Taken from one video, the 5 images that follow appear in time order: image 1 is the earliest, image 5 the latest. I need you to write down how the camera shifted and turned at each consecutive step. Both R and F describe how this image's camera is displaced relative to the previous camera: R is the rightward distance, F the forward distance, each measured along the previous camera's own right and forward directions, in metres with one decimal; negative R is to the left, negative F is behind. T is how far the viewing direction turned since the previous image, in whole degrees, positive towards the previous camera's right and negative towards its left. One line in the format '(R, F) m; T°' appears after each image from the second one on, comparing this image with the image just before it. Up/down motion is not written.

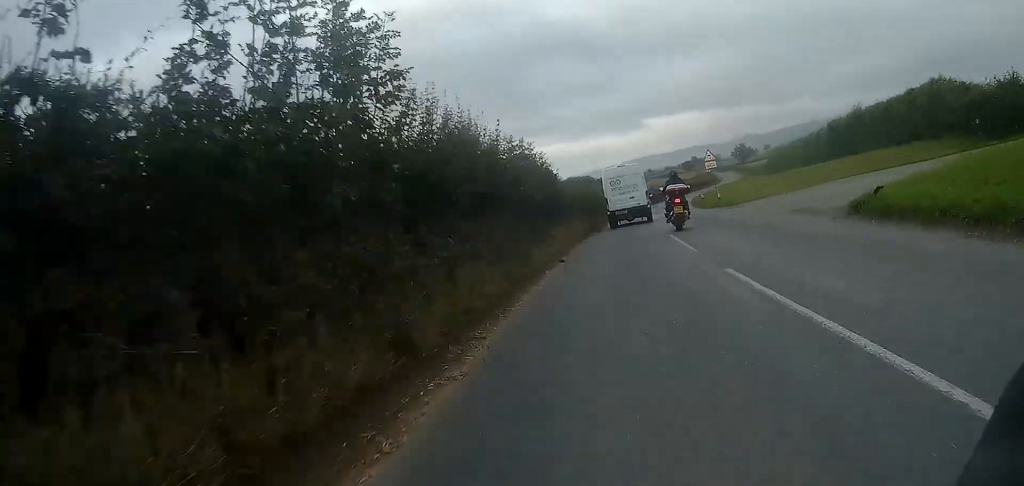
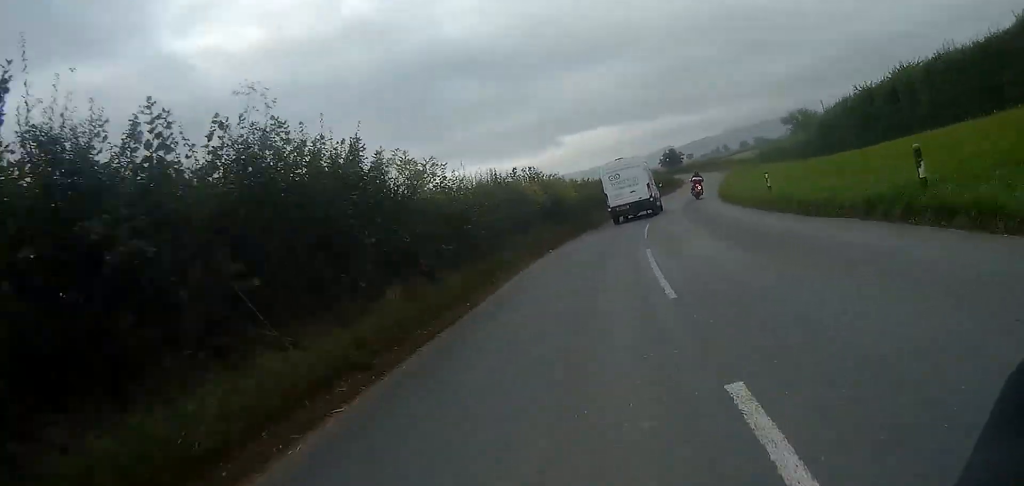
(+4.1, +59.7) m; +9°
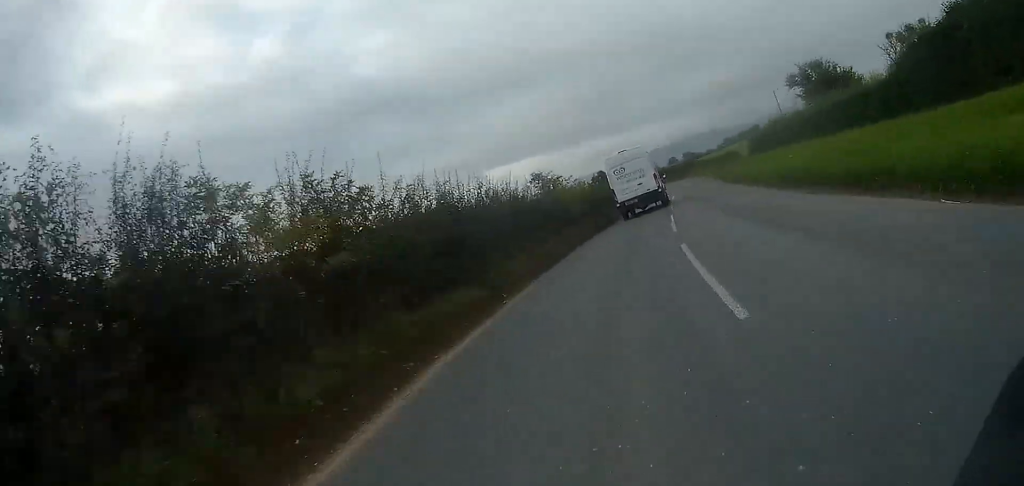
(+1.3, +29.5) m; +6°
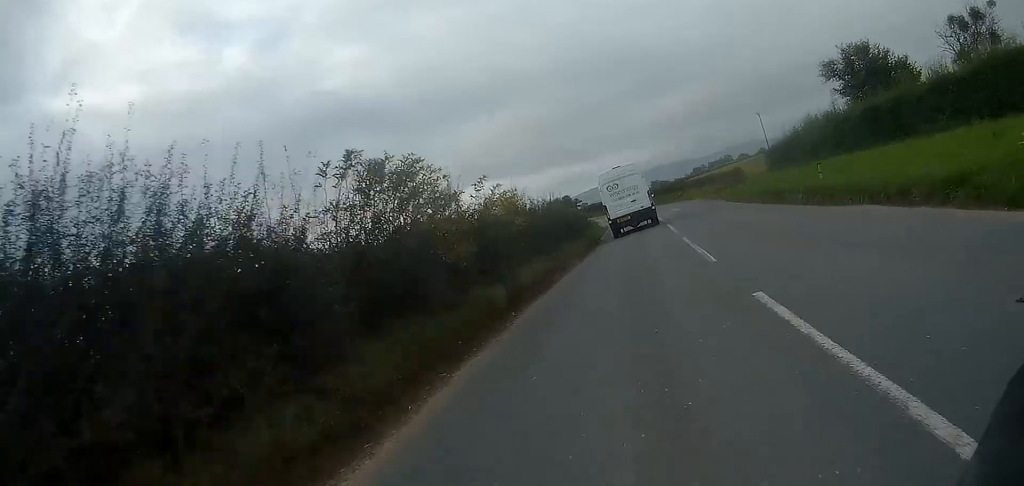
(+0.6, +14.2) m; +2°
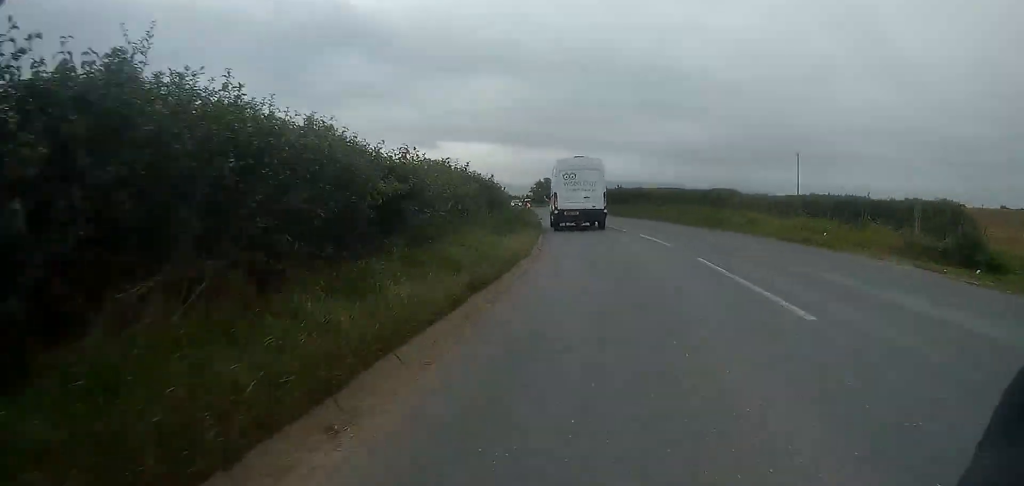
(+0.6, +29.9) m; 0°
